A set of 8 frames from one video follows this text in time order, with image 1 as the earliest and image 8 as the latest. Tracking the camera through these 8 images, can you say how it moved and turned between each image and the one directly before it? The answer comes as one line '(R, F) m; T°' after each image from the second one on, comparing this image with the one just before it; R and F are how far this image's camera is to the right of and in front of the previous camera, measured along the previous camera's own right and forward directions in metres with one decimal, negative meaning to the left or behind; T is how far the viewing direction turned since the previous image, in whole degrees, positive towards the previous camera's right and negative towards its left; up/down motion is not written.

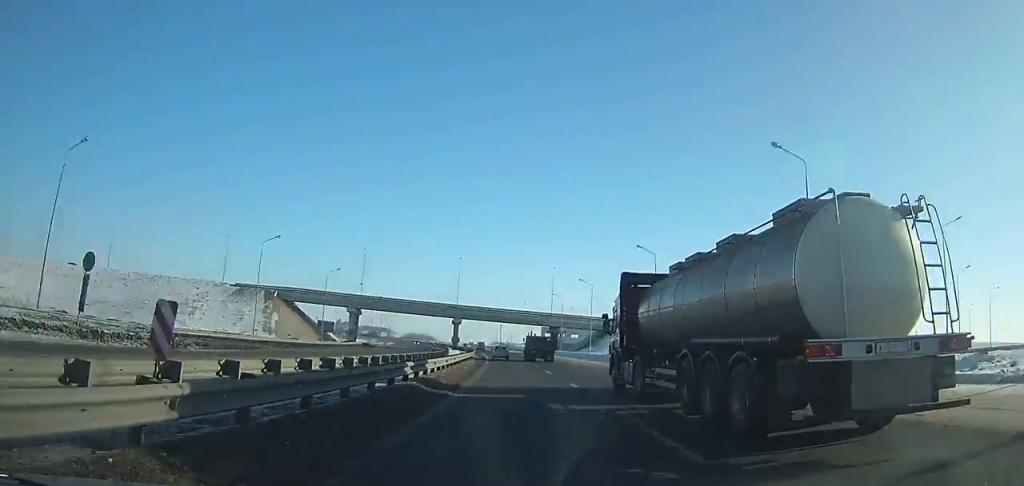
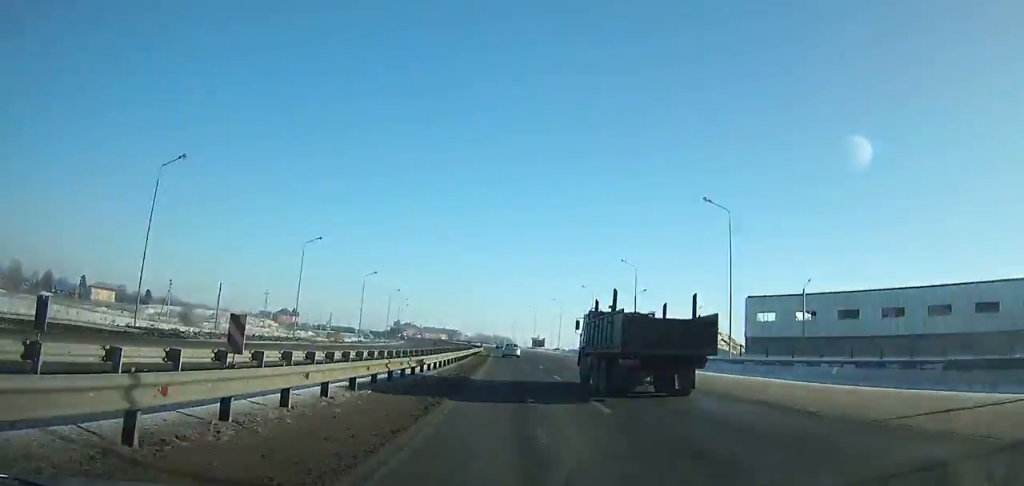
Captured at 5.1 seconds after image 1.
(-9.9, +137.1) m; -8°
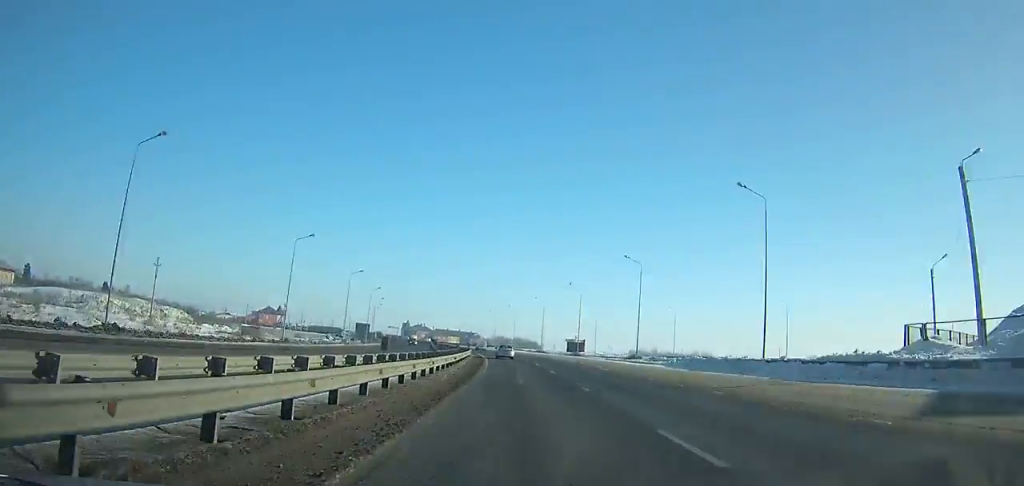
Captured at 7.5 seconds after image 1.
(-1.6, +65.4) m; -4°
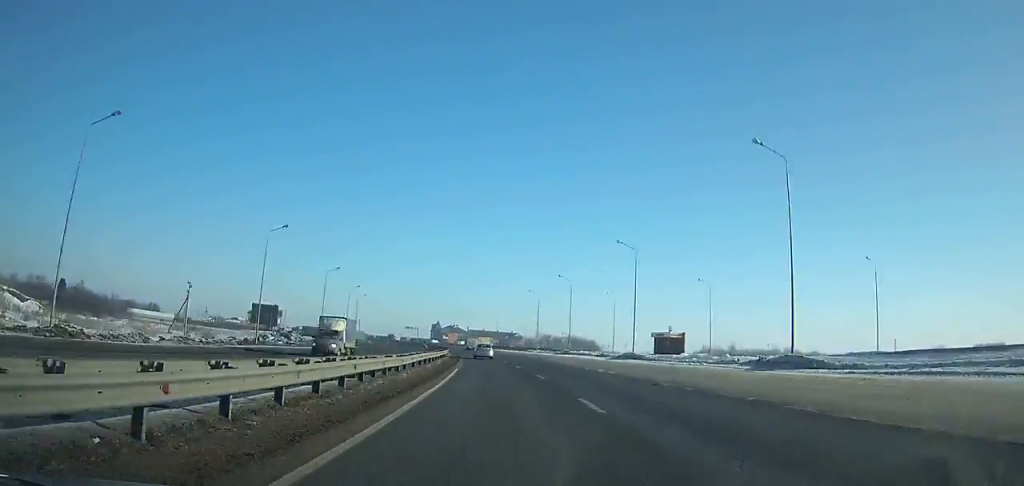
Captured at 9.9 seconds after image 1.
(-3.4, +65.3) m; -6°
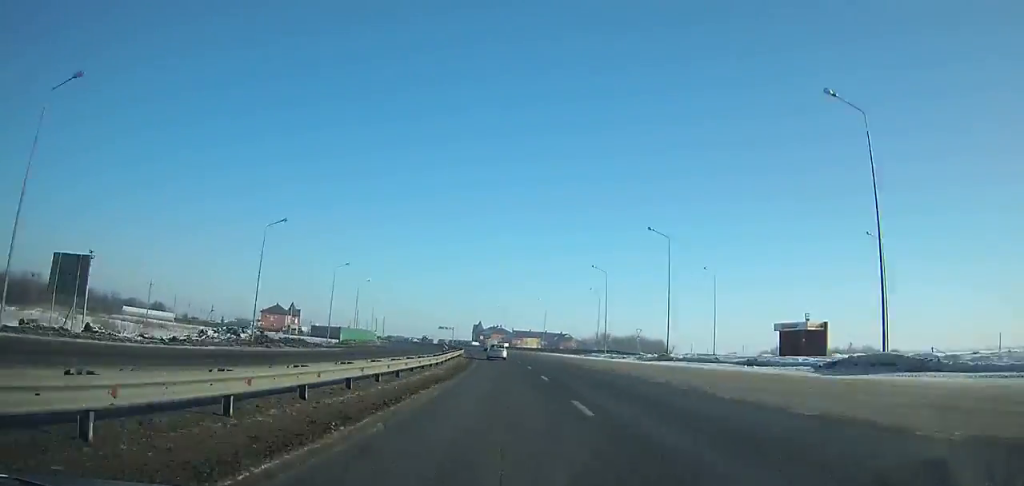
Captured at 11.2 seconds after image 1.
(-0.8, +35.2) m; -3°
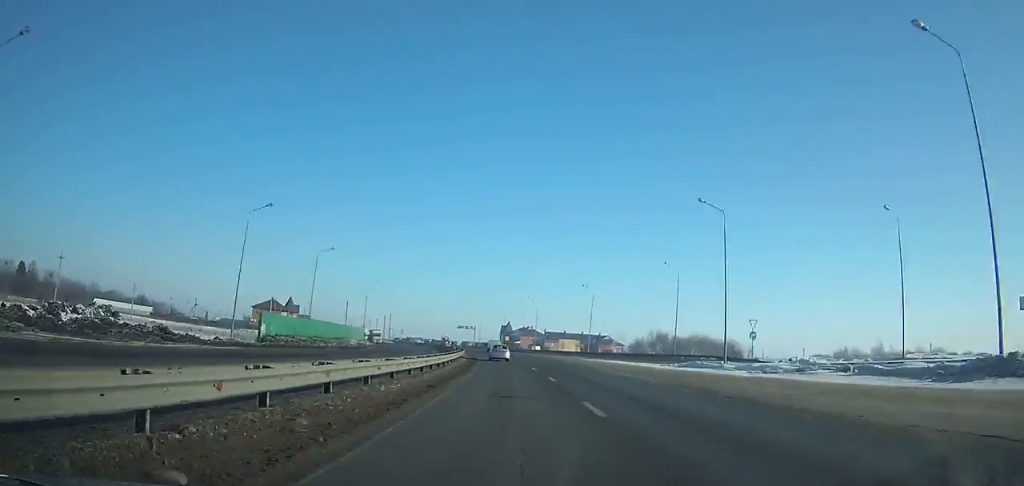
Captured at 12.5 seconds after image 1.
(-1.7, +35.1) m; -3°
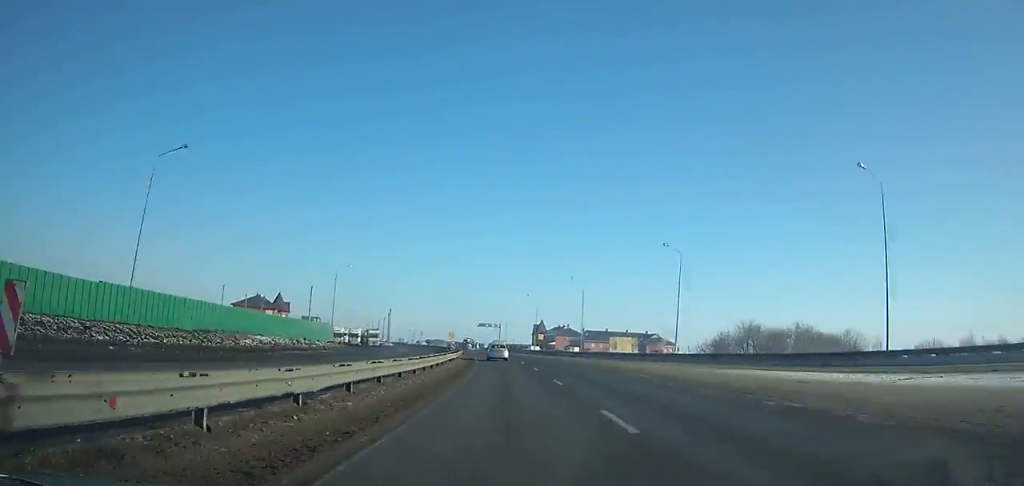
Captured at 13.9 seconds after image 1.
(-0.5, +37.6) m; -4°
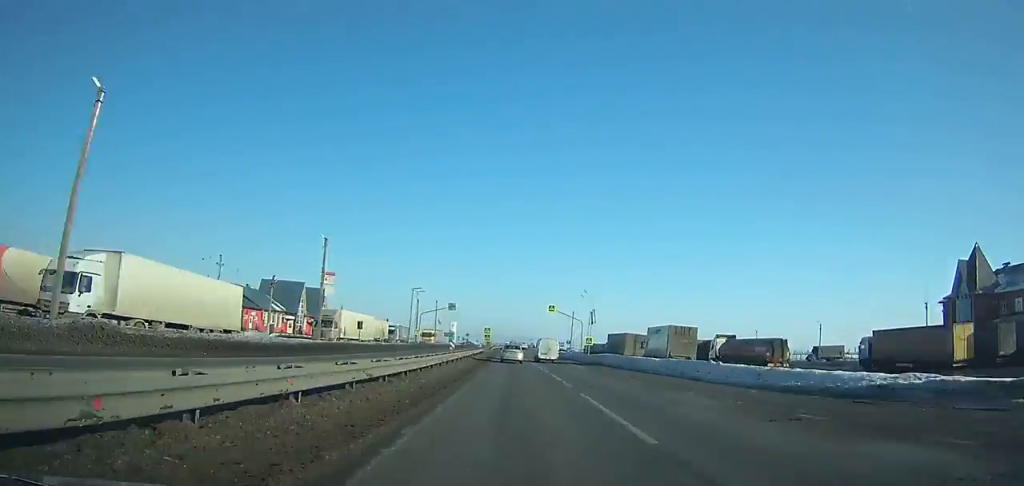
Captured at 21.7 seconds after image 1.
(-31.5, +202.7) m; -14°
